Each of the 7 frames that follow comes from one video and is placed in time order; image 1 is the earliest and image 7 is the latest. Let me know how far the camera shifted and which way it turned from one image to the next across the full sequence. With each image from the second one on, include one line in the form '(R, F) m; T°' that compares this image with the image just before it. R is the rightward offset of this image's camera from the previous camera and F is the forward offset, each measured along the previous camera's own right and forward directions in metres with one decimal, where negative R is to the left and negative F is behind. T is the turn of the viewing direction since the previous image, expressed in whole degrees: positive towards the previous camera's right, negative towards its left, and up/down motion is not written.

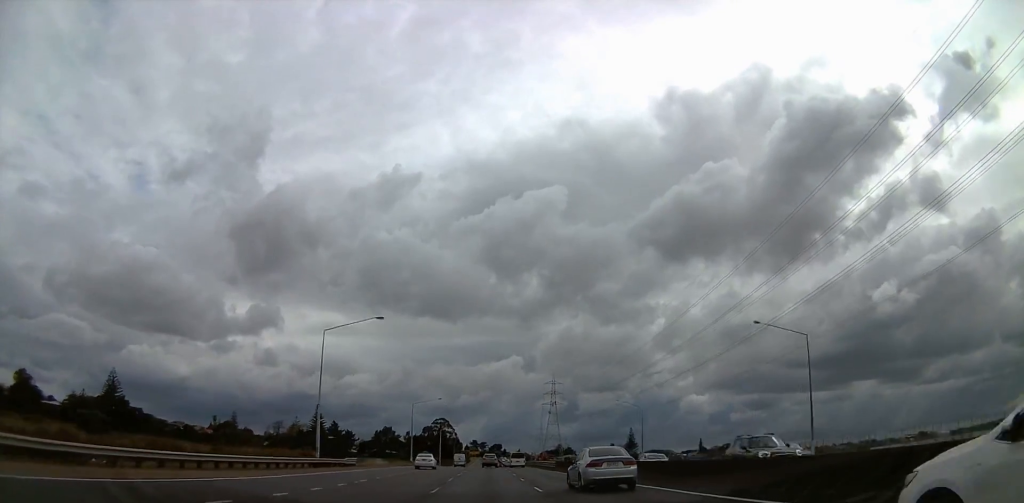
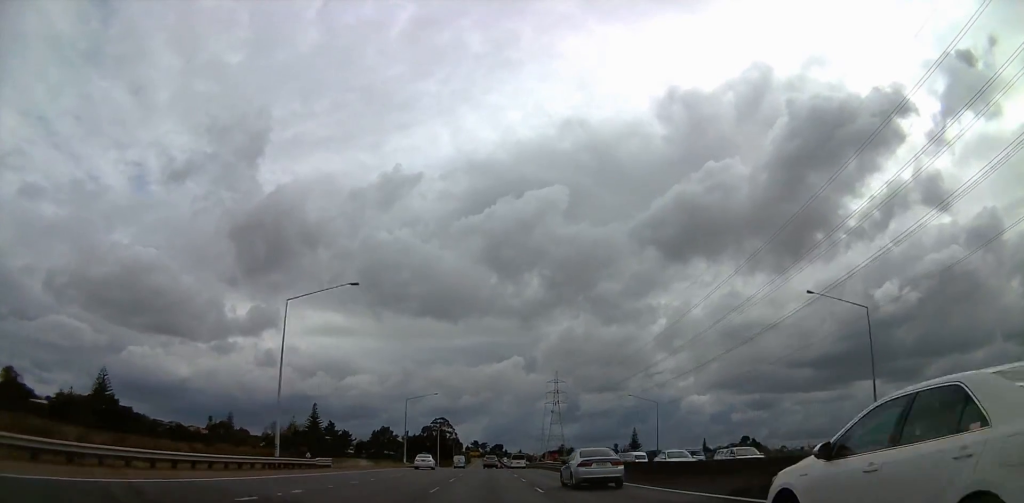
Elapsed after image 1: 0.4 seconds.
(+0.4, +10.4) m; 0°
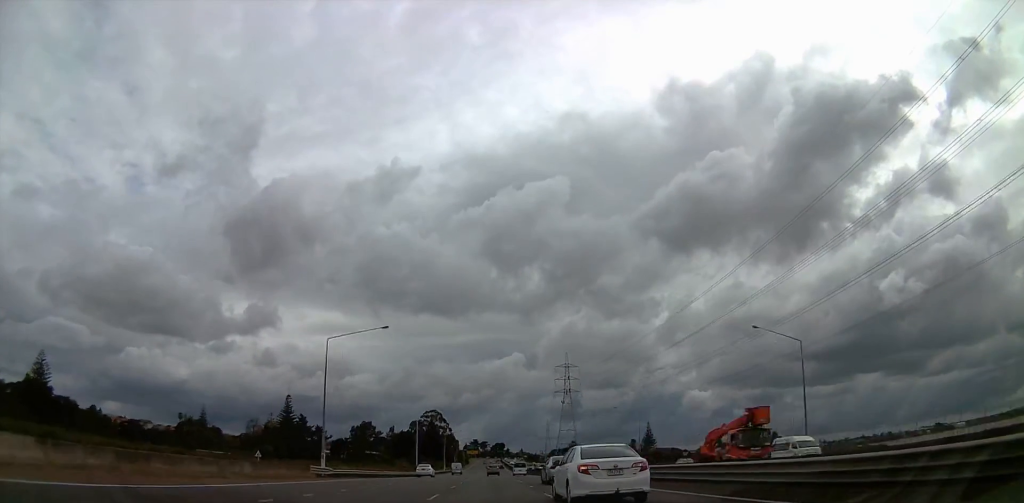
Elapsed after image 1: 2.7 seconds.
(-1.1, +52.9) m; -3°
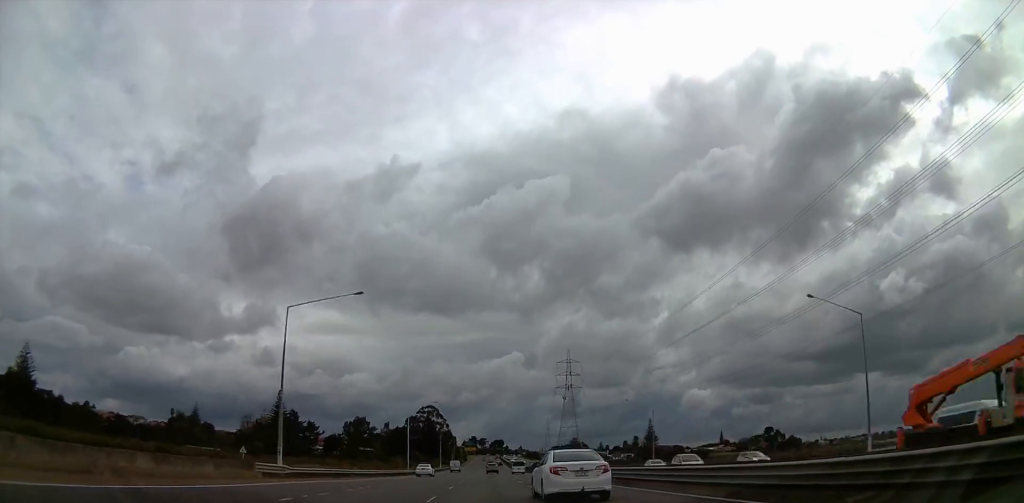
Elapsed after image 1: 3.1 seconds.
(0.0, +10.4) m; 0°
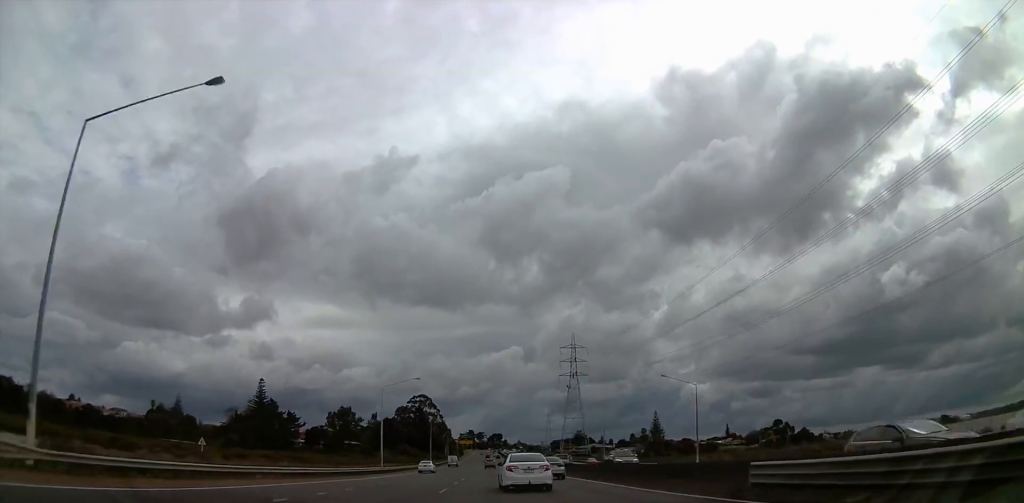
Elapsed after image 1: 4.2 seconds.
(+0.1, +25.4) m; +1°
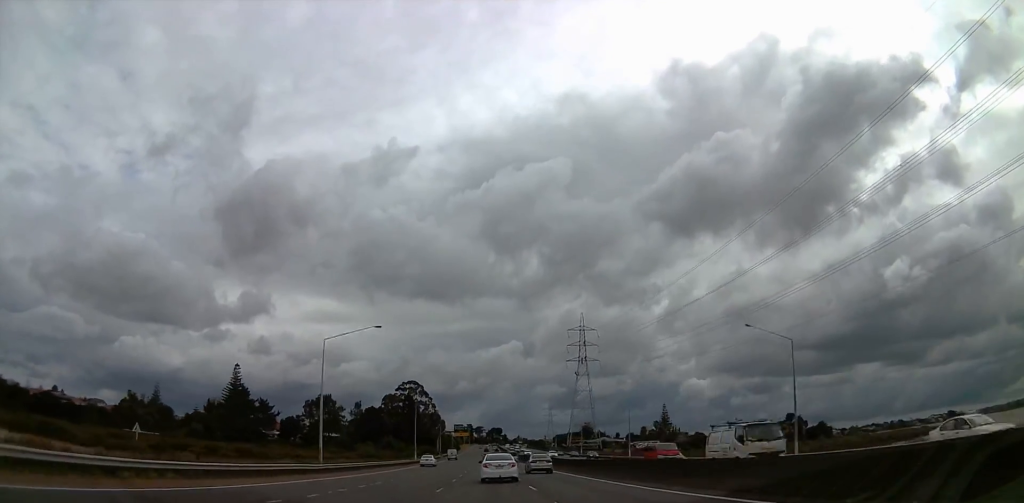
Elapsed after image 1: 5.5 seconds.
(+0.6, +29.9) m; +2°
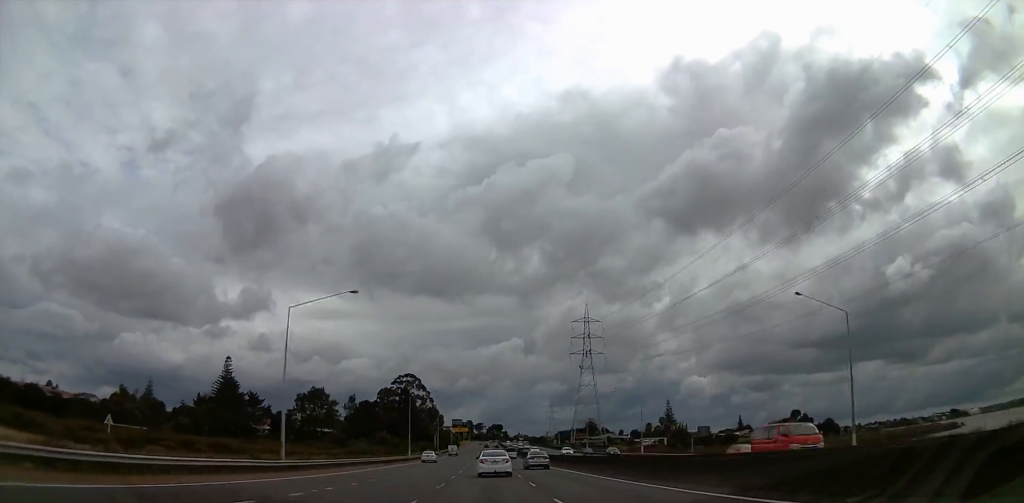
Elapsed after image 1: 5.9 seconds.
(-0.1, +10.3) m; +1°
